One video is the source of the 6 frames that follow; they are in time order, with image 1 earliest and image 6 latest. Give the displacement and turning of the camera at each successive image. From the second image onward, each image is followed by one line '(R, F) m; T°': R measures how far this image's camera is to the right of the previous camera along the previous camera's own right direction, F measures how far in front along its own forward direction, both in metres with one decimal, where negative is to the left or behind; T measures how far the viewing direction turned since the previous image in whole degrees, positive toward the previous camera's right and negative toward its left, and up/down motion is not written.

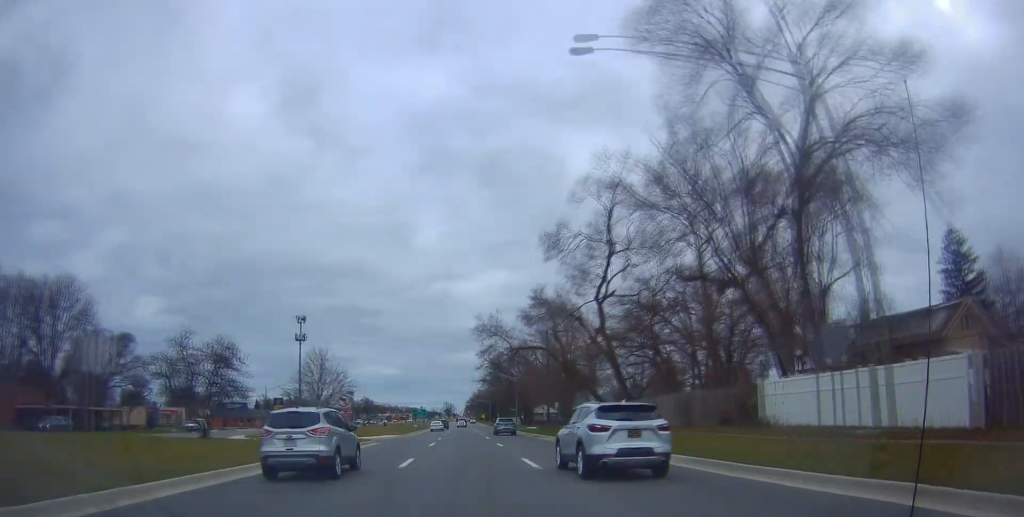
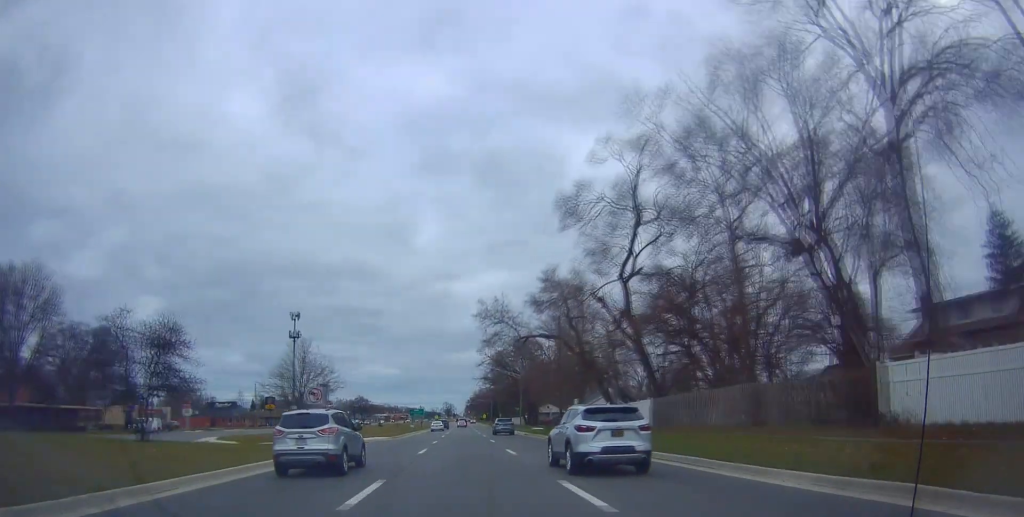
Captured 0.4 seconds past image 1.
(+0.4, +8.1) m; +1°
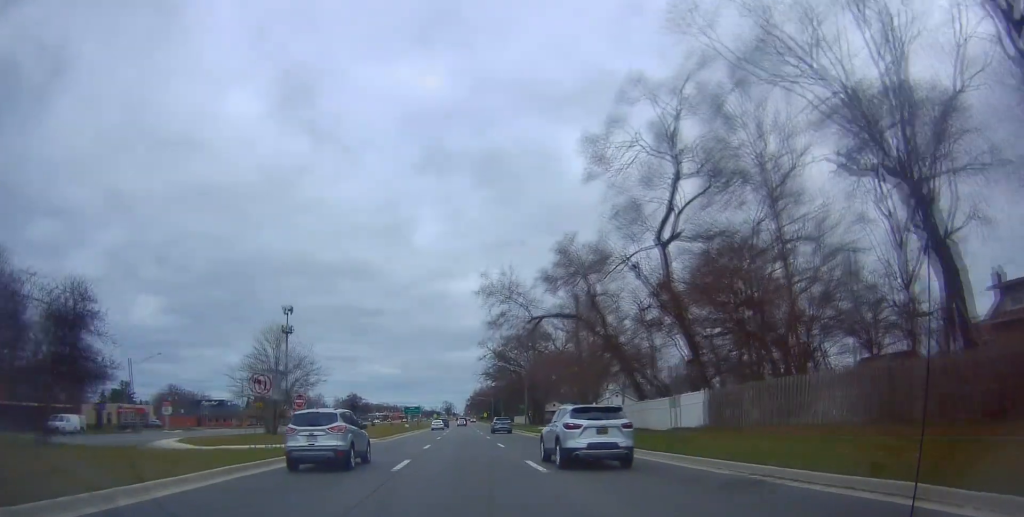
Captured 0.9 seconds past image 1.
(+0.3, +8.7) m; +1°
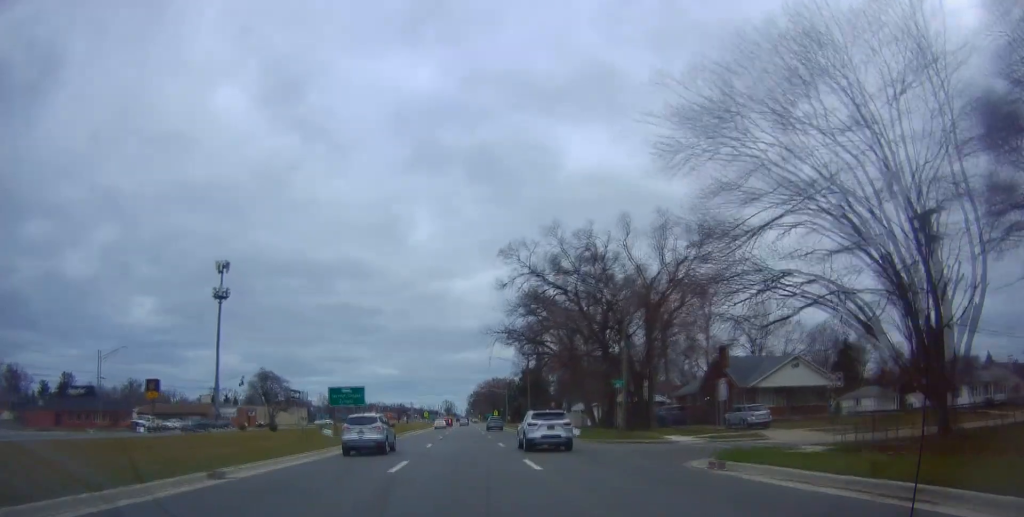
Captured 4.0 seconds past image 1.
(-1.2, +59.0) m; -1°
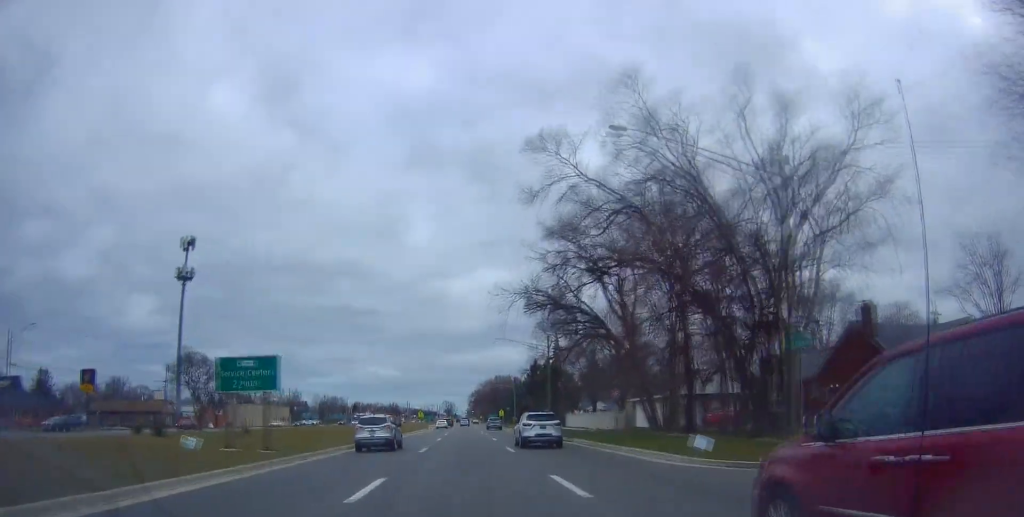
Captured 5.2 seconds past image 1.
(-0.6, +21.2) m; 0°
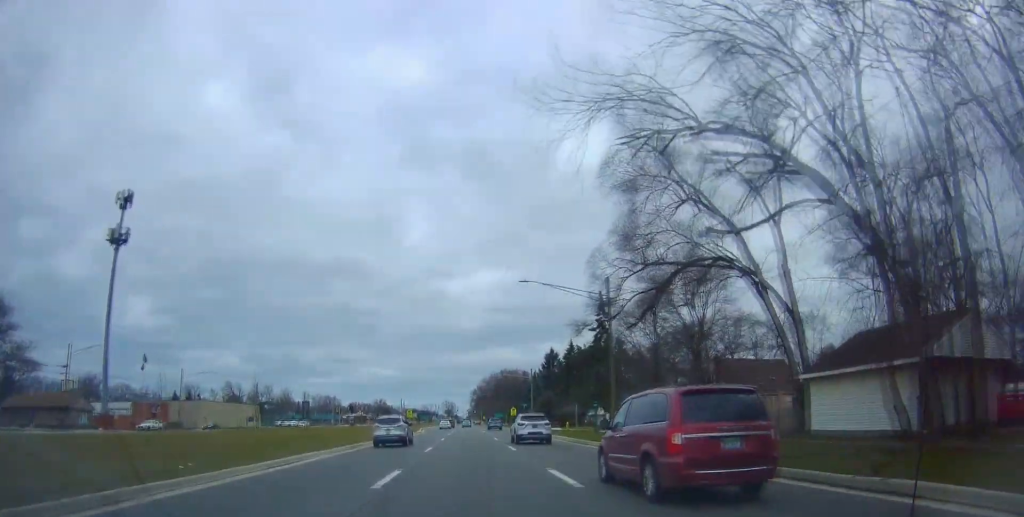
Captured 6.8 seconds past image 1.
(+0.5, +29.5) m; -1°
